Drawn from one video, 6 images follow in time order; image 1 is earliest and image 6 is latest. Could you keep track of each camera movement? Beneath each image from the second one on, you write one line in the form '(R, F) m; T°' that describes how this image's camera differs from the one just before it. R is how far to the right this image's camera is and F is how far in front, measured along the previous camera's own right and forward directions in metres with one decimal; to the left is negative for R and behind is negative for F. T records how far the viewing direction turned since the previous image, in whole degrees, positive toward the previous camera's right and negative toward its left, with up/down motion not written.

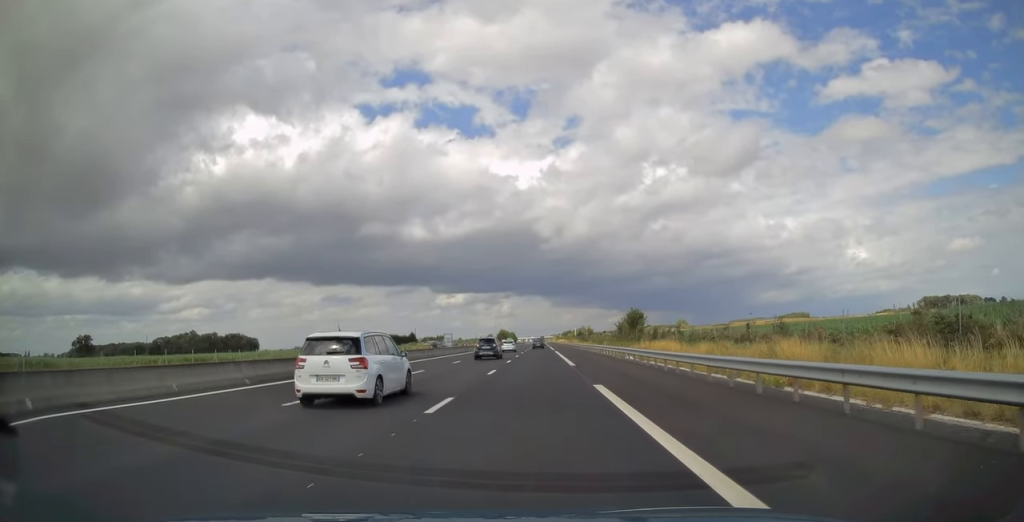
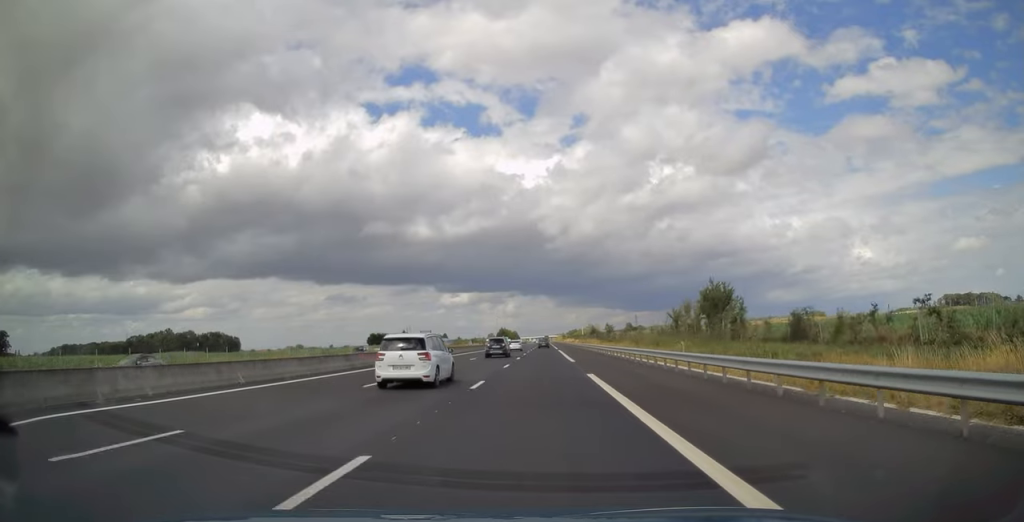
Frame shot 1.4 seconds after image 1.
(+0.1, +46.8) m; 0°
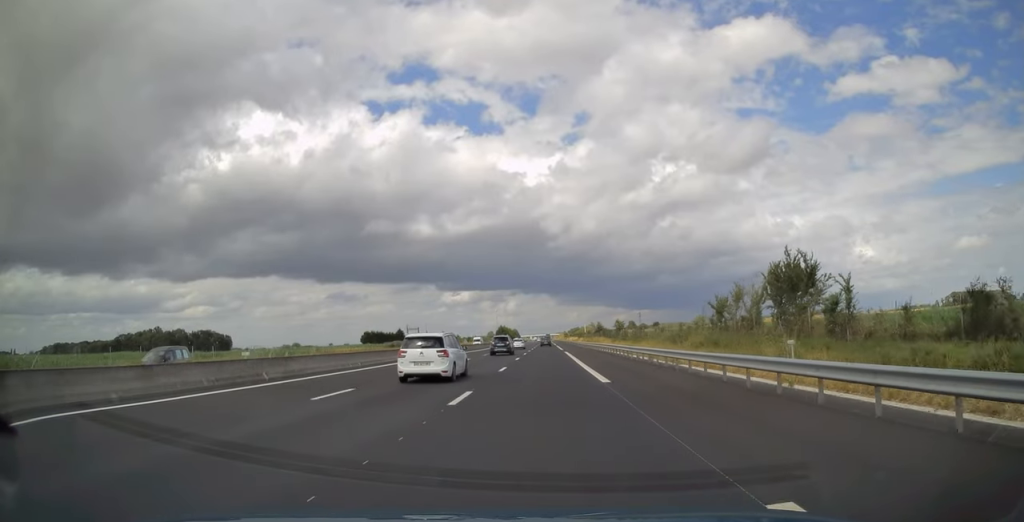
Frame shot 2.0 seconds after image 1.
(-0.1, +17.8) m; 0°
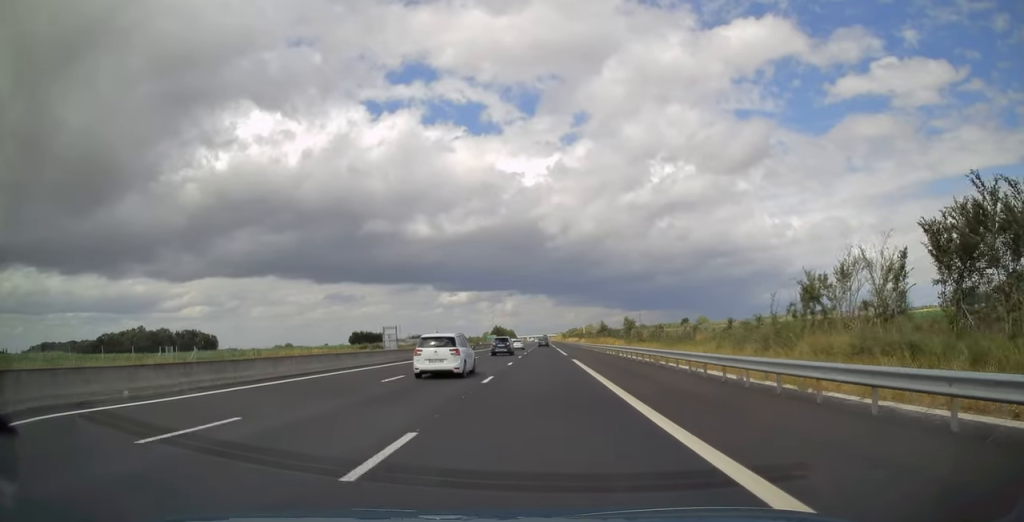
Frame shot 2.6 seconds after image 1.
(-0.1, +20.0) m; 0°
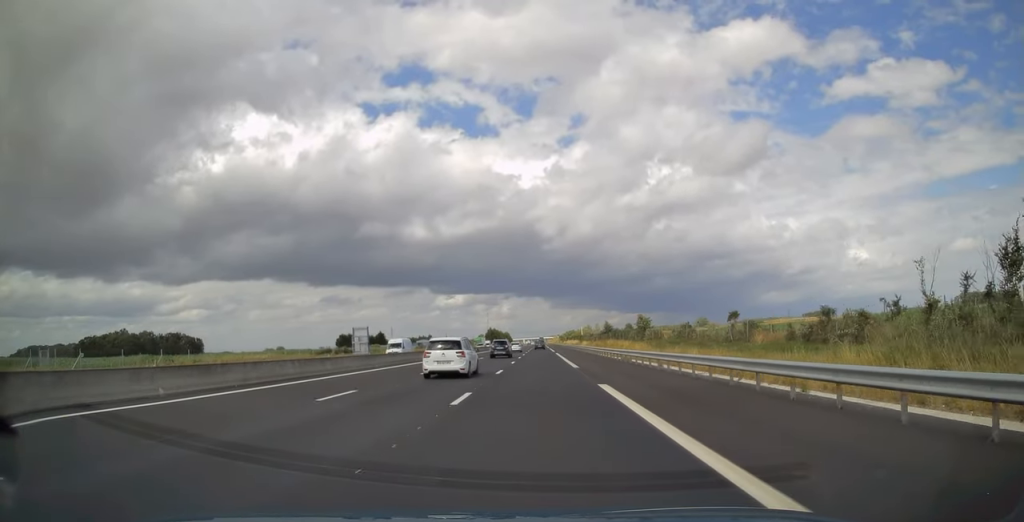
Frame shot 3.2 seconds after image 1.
(+0.1, +18.8) m; 0°
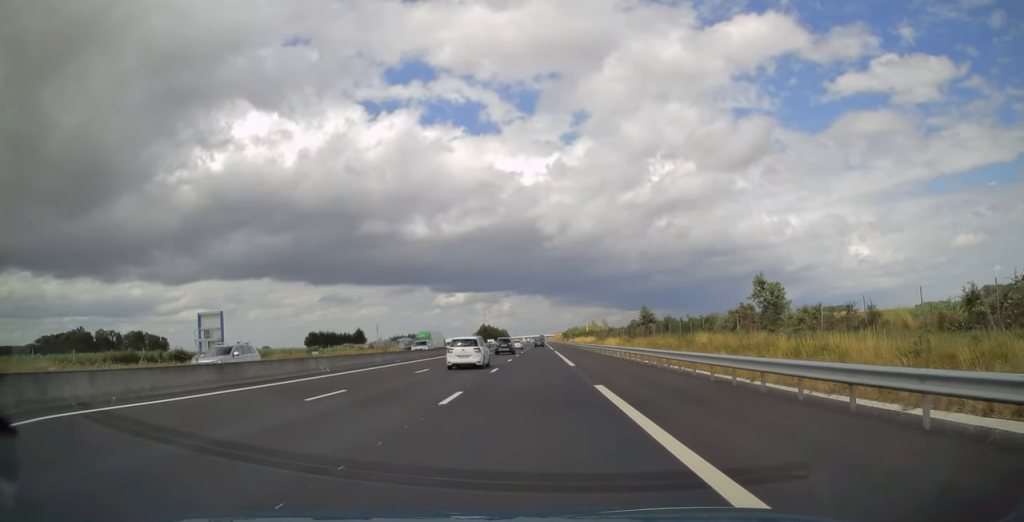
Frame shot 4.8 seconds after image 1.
(+0.1, +52.7) m; 0°
